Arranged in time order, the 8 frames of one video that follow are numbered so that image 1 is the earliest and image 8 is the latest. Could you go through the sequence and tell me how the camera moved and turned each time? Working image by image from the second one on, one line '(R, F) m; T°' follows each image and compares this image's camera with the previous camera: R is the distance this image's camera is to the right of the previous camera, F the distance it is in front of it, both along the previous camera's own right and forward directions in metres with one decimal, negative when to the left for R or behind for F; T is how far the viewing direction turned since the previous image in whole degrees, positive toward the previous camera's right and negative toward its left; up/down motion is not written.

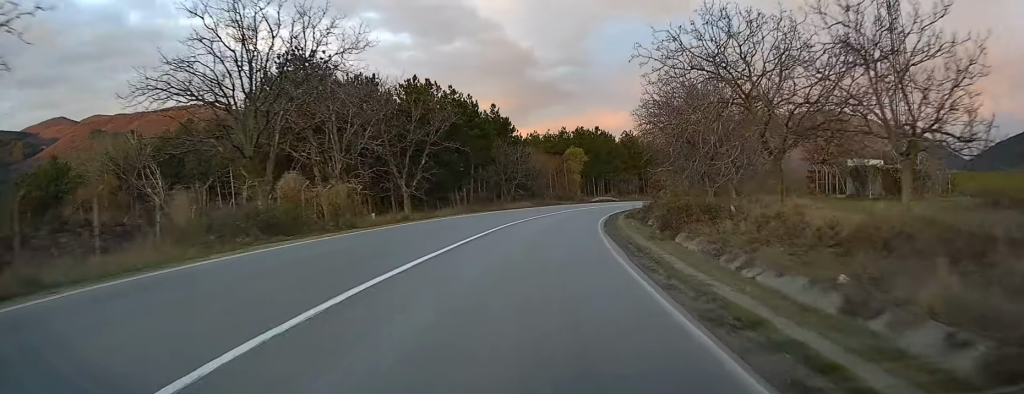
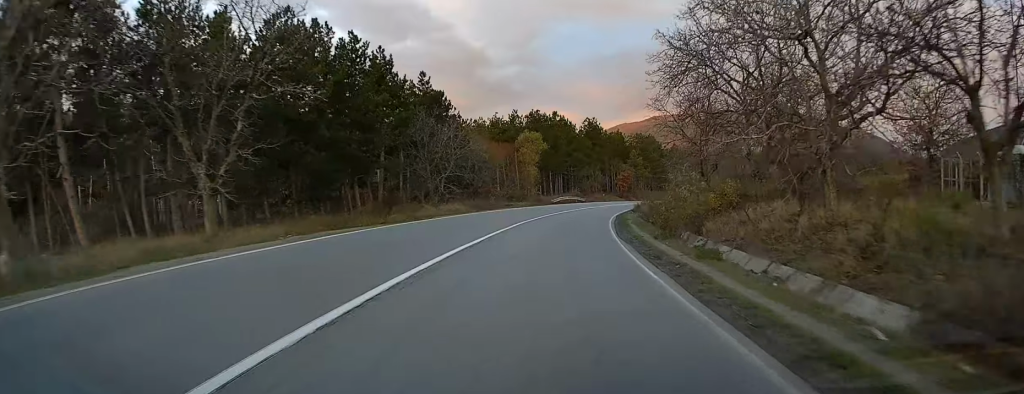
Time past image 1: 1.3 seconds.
(+1.1, +24.3) m; +4°
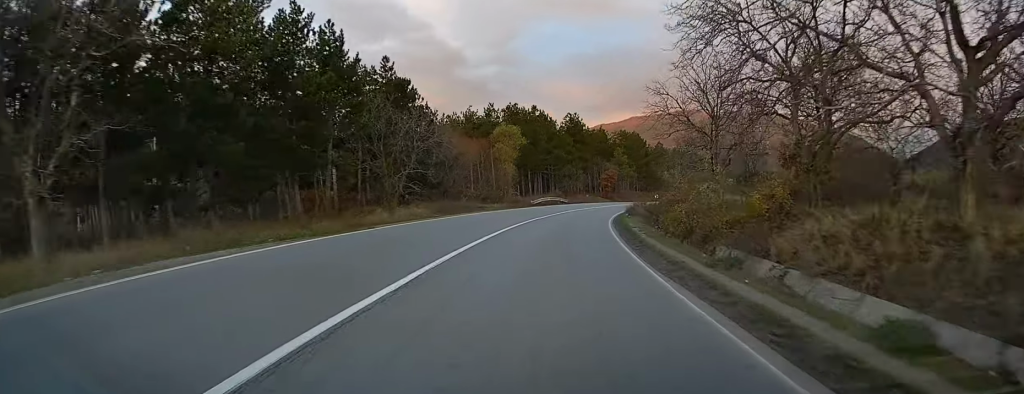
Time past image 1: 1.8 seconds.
(+0.1, +8.5) m; +1°
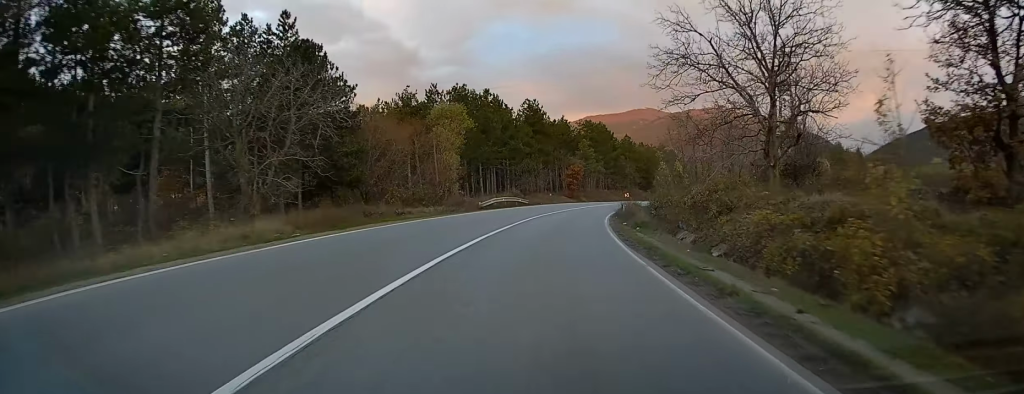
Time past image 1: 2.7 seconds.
(+0.5, +16.9) m; +4°
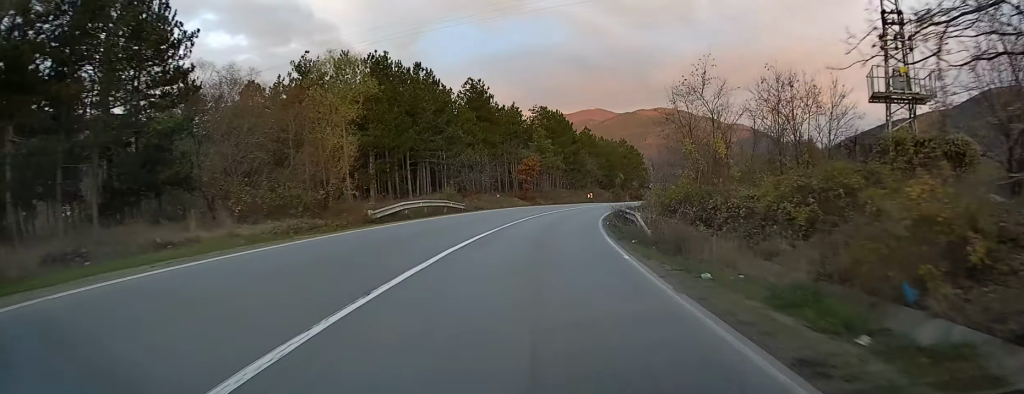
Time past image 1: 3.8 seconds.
(+1.1, +19.6) m; +5°
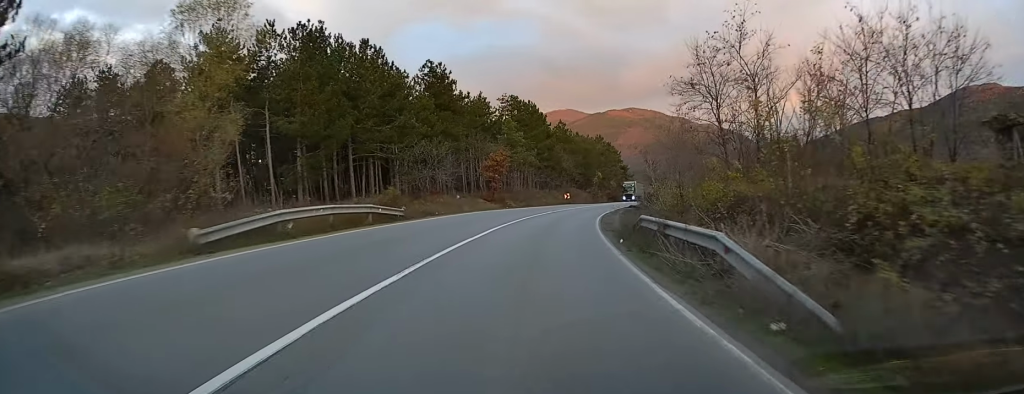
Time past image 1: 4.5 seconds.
(+0.2, +11.8) m; +2°
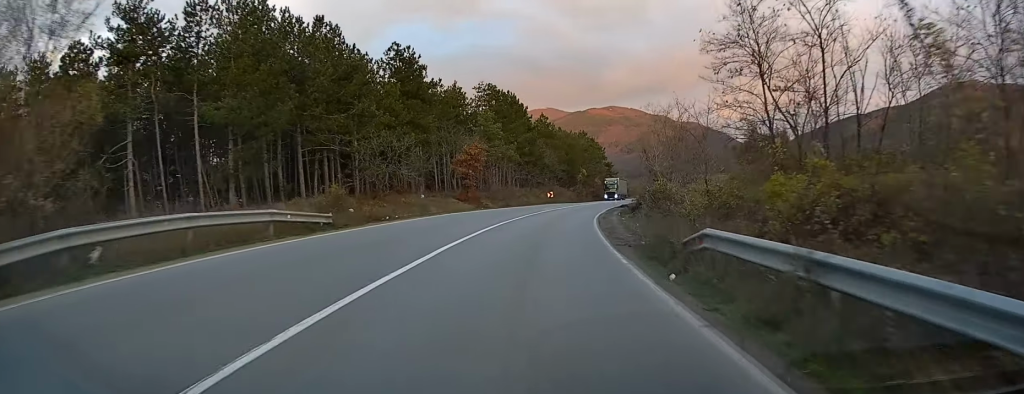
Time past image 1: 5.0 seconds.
(-0.1, +8.2) m; +1°
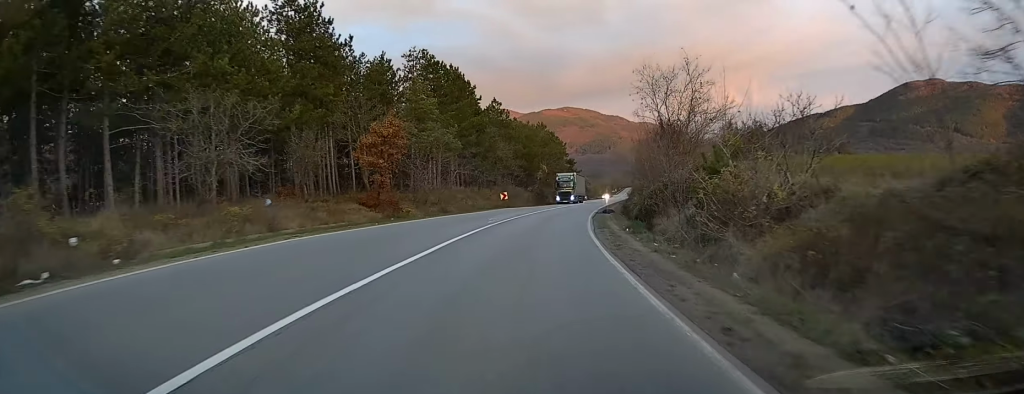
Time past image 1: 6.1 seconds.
(+0.8, +19.4) m; +4°
